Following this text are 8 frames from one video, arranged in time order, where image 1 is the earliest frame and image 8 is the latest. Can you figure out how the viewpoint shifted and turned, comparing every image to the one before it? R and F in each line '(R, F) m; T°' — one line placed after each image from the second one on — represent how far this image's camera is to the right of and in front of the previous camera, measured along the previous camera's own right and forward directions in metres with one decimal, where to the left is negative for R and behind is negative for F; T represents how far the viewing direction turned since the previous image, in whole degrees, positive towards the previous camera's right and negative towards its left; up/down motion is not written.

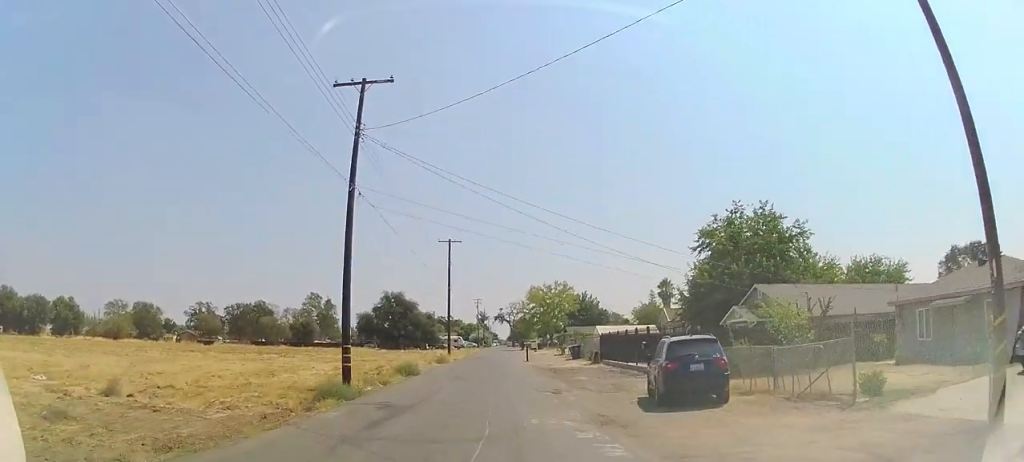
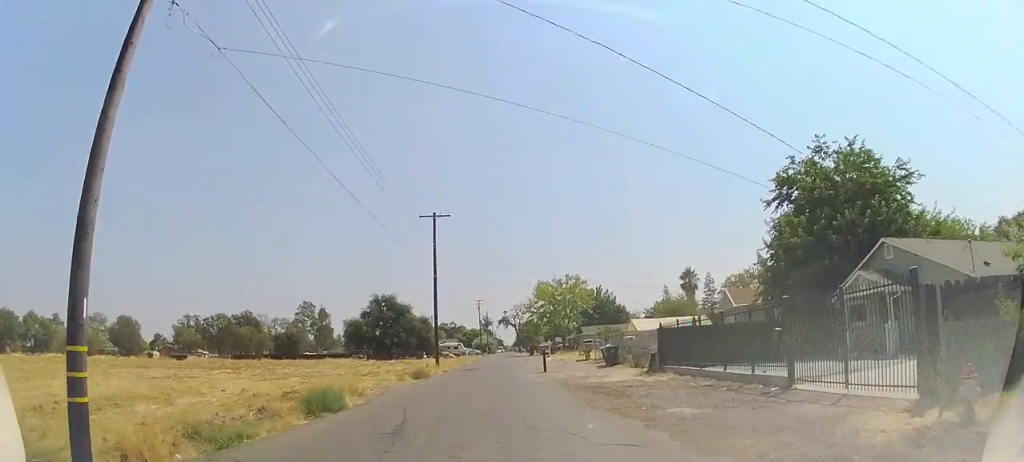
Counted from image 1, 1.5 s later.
(0.0, +12.8) m; 0°
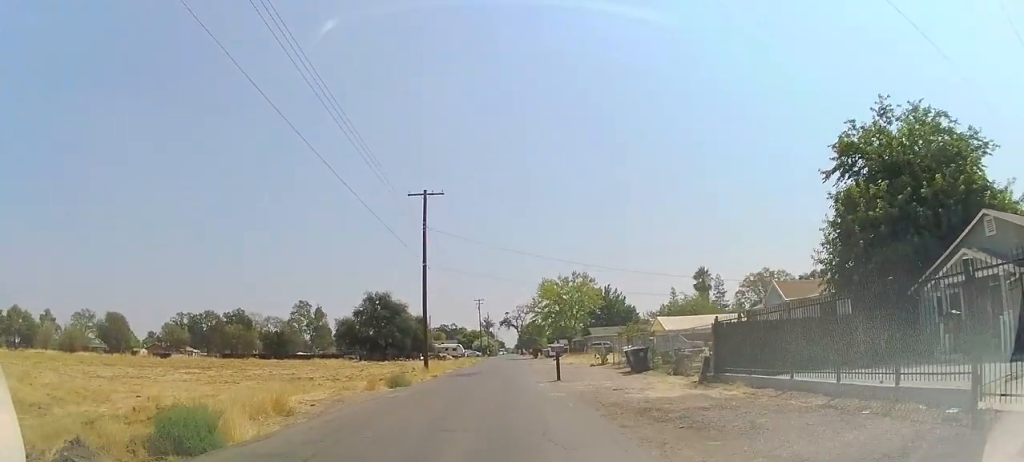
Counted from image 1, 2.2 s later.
(0.0, +6.3) m; 0°
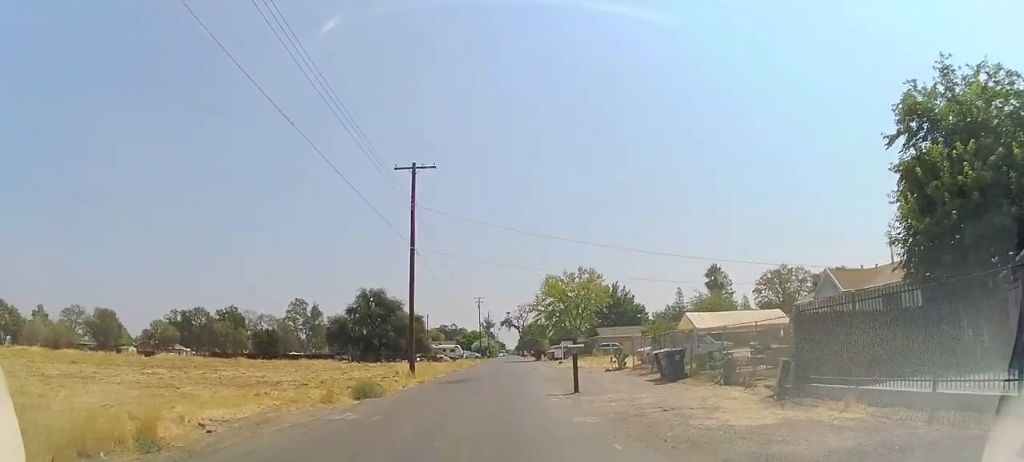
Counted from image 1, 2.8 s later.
(0.0, +5.1) m; 0°
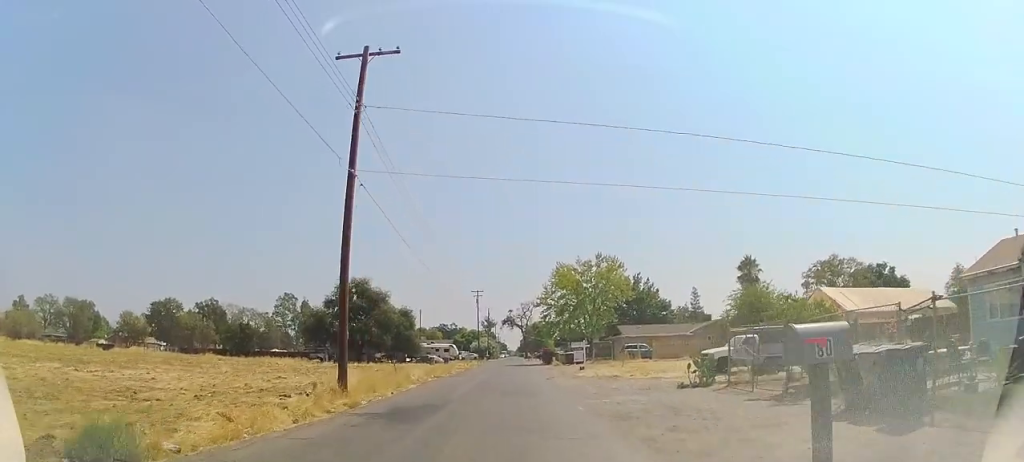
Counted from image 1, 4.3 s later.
(0.0, +12.6) m; 0°
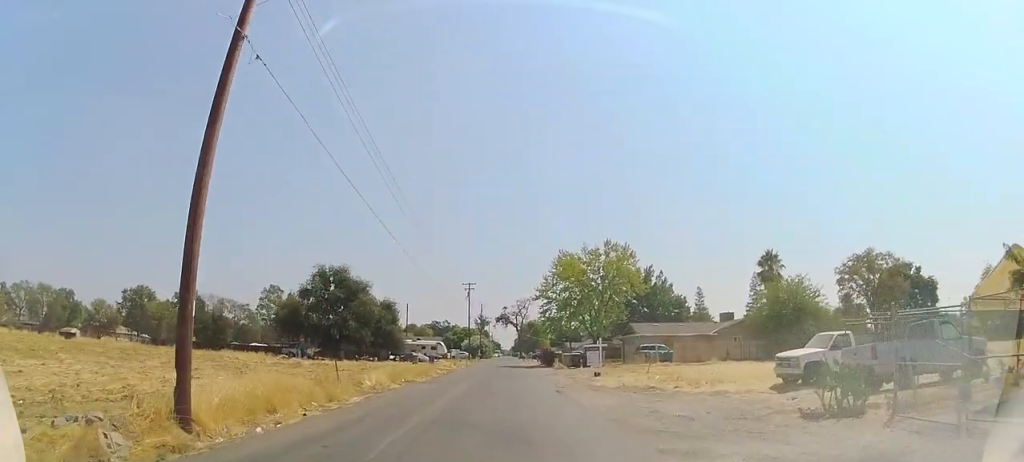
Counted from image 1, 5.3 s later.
(0.0, +8.4) m; +1°
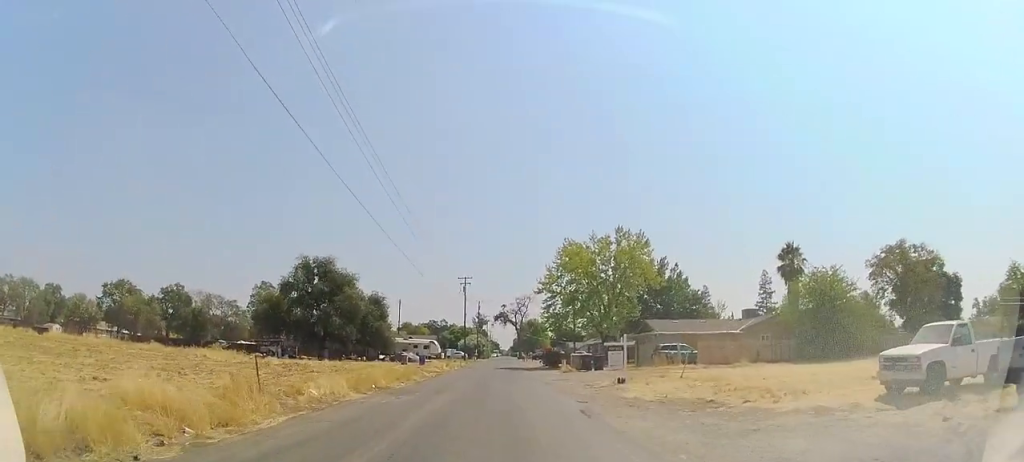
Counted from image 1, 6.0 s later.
(-0.1, +6.1) m; +2°
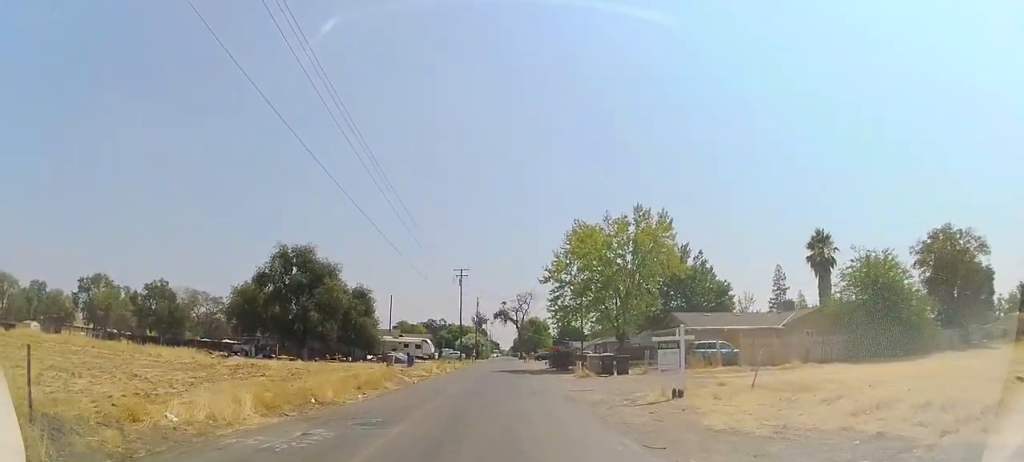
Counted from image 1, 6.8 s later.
(+0.5, +7.2) m; 0°
